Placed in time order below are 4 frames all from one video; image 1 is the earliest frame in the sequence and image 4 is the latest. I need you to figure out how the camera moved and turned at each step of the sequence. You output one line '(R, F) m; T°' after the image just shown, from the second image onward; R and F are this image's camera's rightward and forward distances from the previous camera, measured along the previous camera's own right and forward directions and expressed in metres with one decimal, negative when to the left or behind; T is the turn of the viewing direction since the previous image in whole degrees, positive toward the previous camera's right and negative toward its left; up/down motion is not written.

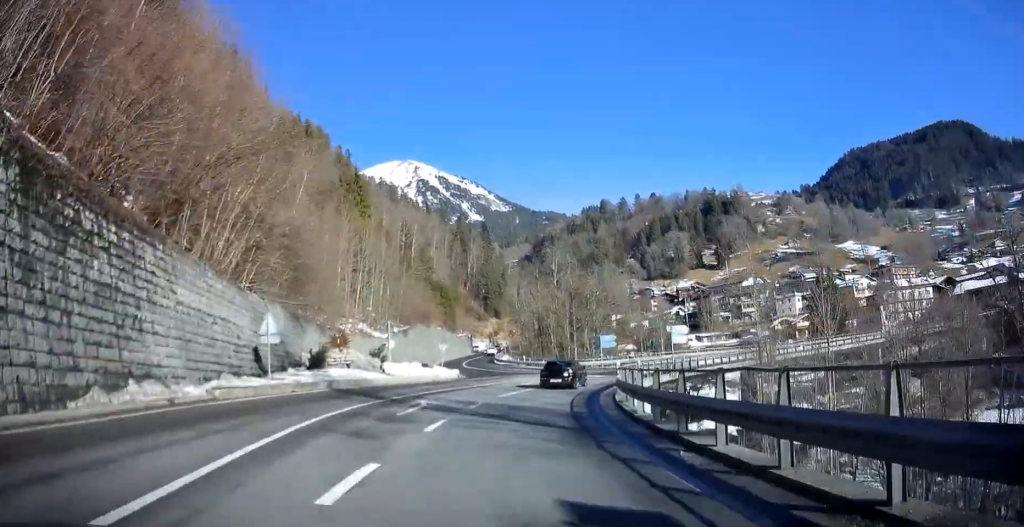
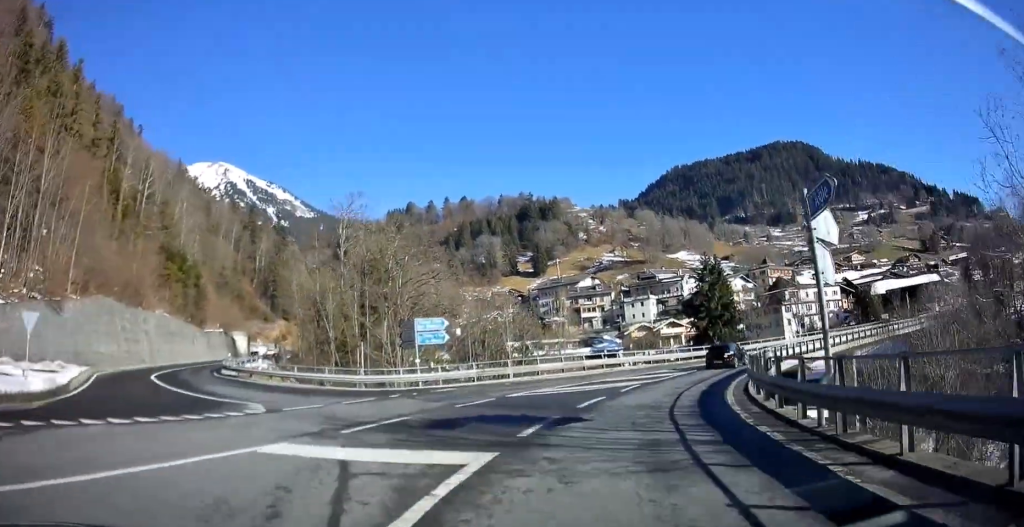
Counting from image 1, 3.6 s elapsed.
(+6.9, +37.6) m; +17°
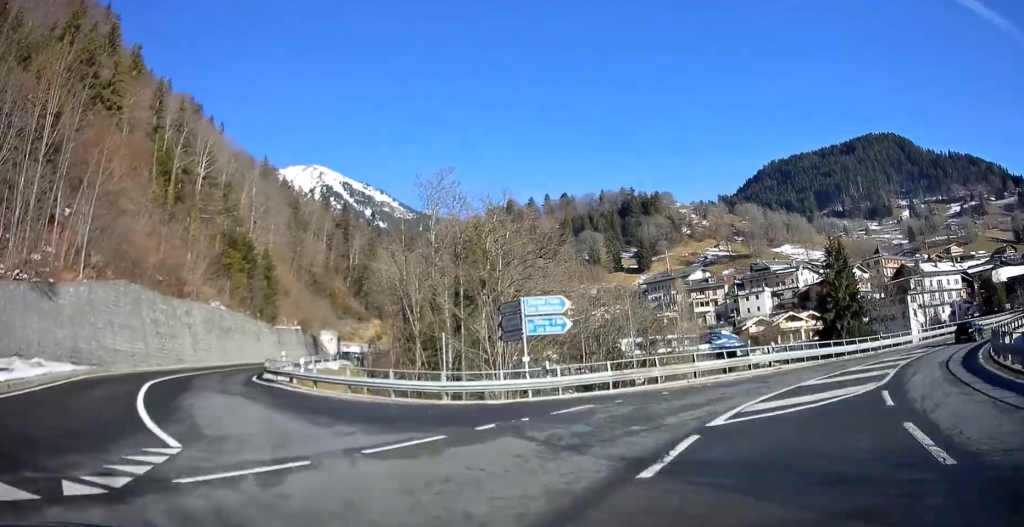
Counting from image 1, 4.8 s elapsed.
(-0.3, +10.6) m; -8°
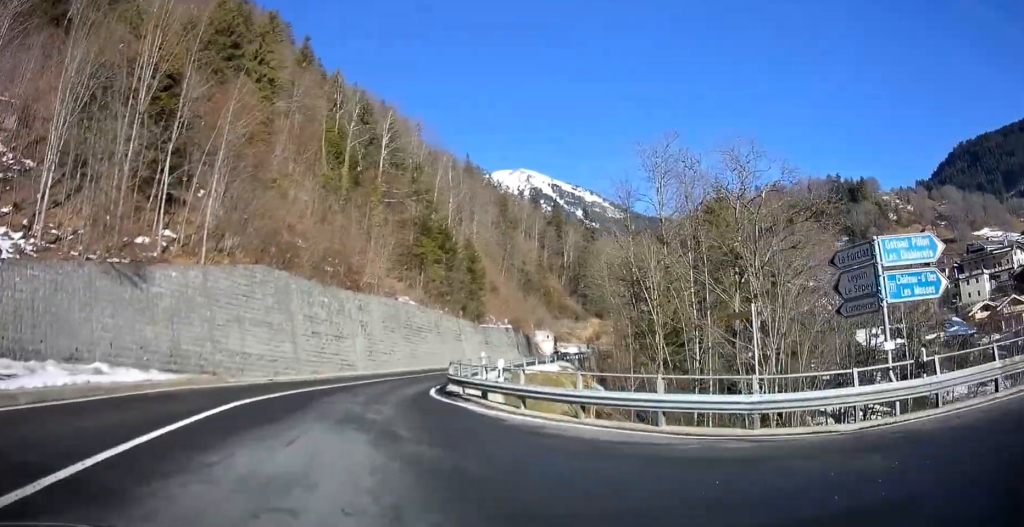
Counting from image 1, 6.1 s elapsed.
(-1.3, +10.3) m; -18°
